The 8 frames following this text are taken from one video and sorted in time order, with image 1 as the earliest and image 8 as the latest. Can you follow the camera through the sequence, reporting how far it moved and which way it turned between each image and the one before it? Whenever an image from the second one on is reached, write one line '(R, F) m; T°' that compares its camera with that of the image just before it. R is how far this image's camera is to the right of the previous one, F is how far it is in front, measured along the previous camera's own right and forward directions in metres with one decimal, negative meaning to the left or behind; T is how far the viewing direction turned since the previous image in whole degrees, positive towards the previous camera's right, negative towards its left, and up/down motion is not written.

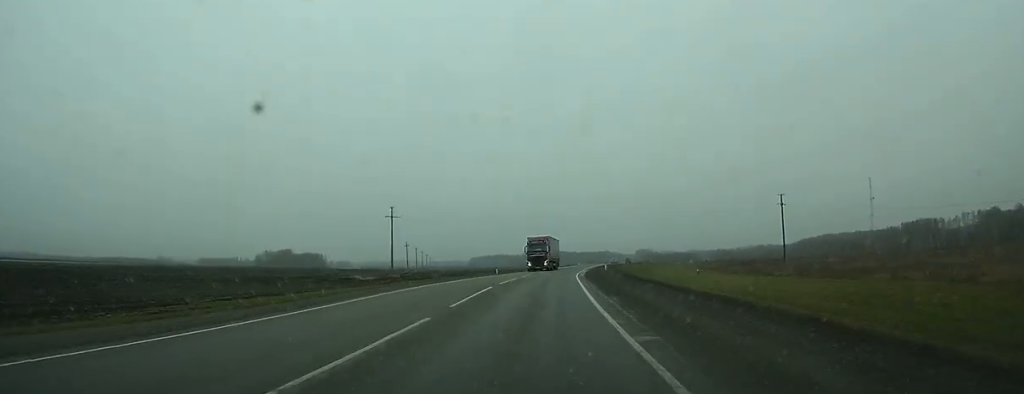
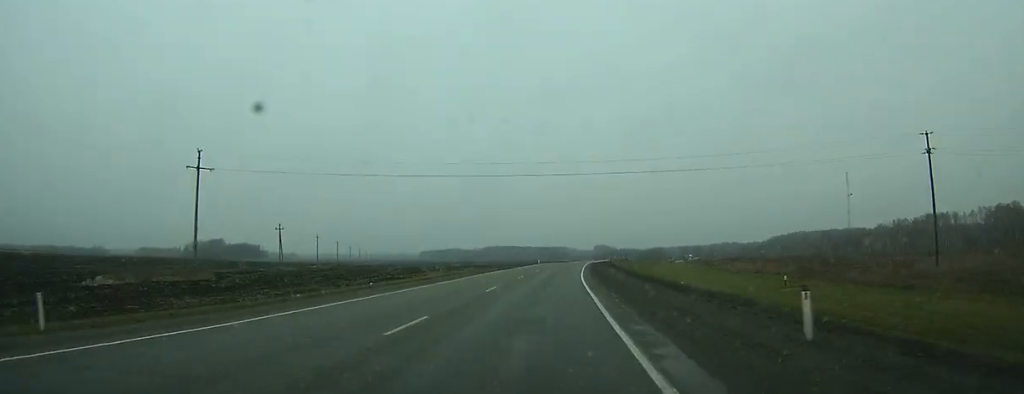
(+1.5, +62.6) m; +3°
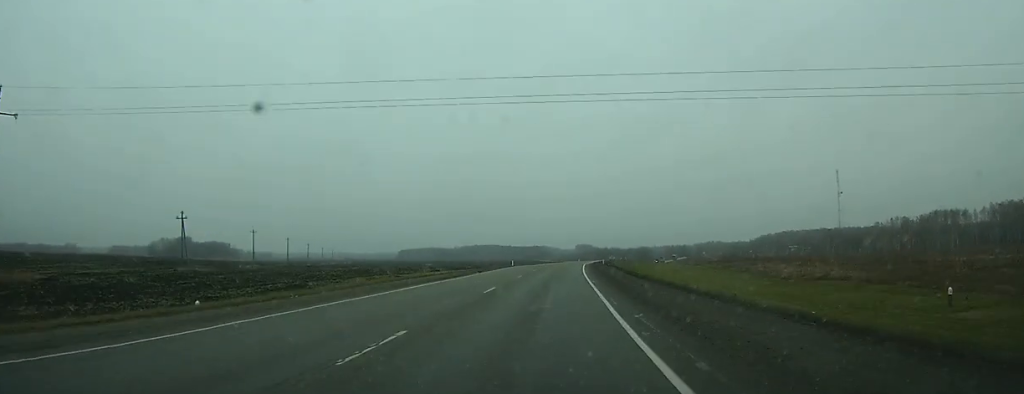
(+0.5, +28.1) m; +2°
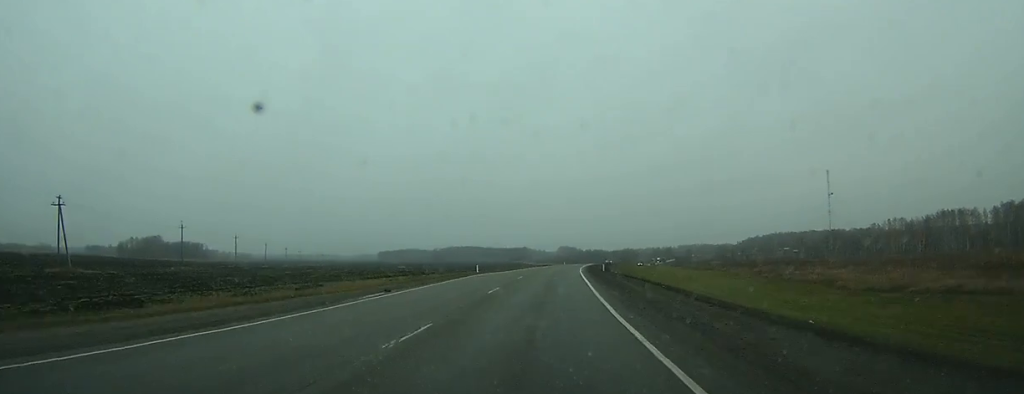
(+0.2, +23.3) m; +2°
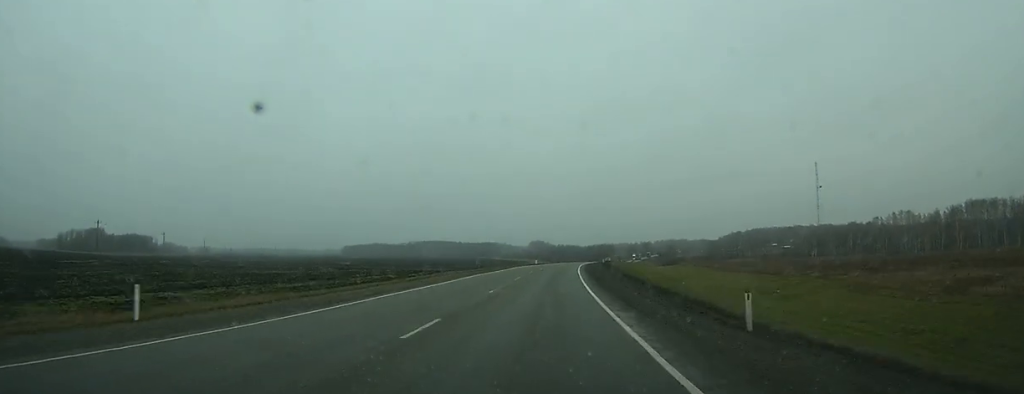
(+1.3, +47.5) m; +3°
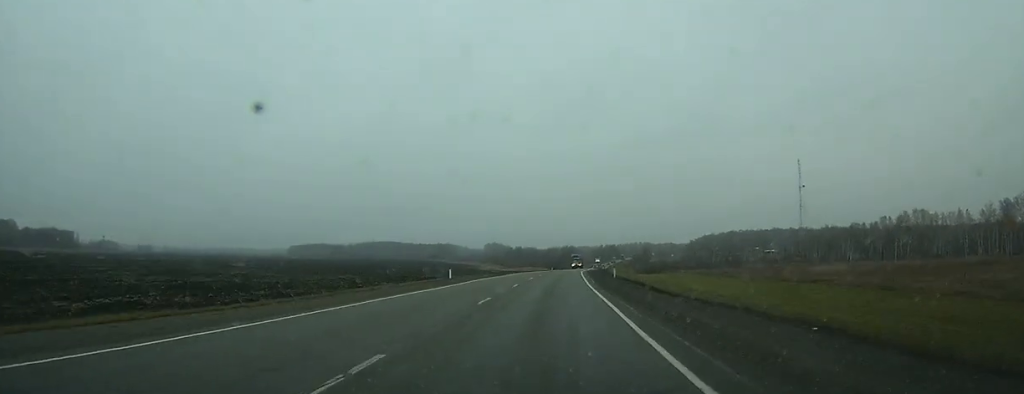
(+2.2, +64.8) m; +4°
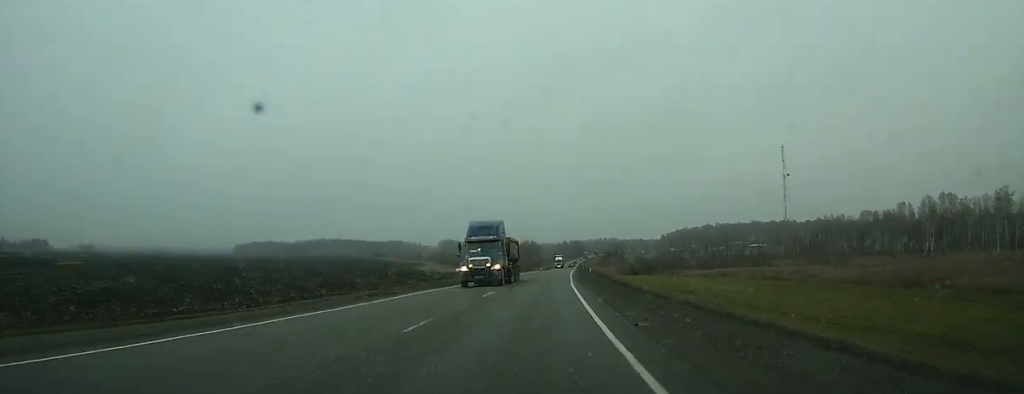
(+2.6, +65.2) m; +4°
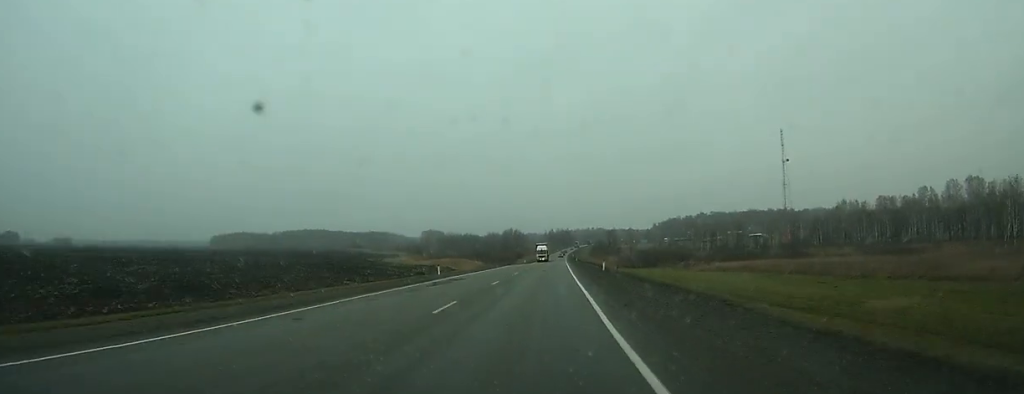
(+0.5, +32.3) m; +1°
